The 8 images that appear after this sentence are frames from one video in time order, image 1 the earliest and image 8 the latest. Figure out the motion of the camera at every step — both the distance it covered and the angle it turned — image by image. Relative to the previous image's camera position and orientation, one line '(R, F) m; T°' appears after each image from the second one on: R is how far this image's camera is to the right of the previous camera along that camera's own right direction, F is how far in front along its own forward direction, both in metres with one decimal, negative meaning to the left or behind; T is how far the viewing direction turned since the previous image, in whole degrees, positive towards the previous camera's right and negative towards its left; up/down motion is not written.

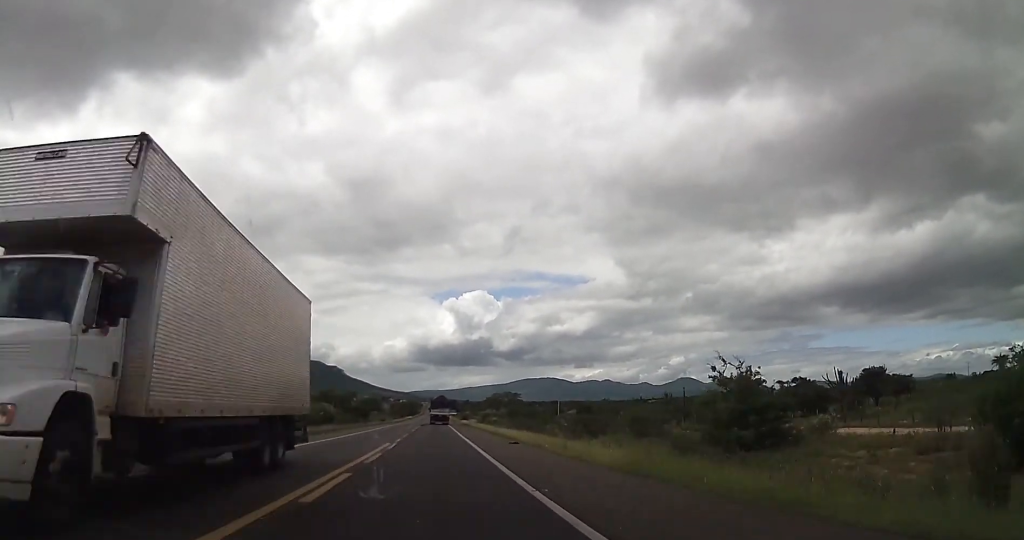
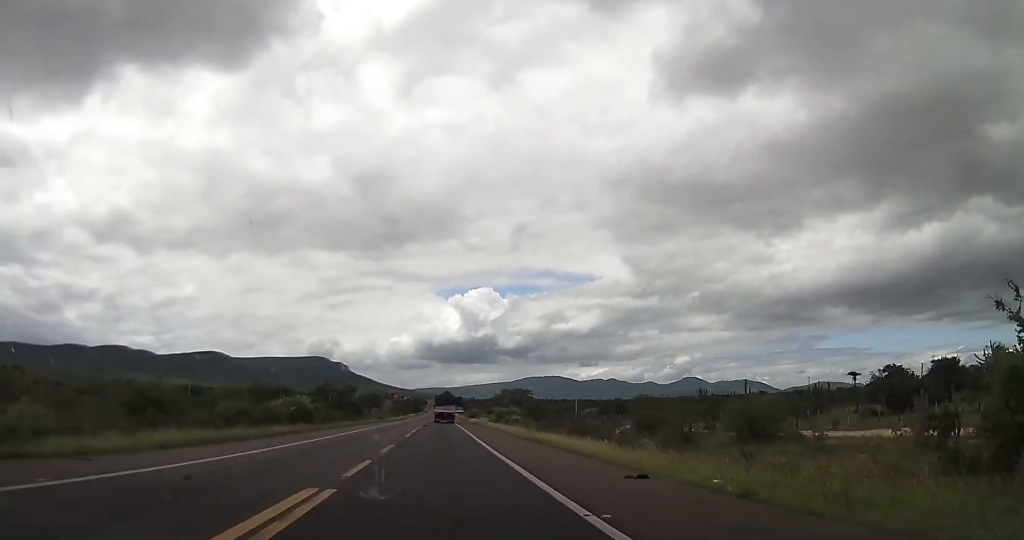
(0.0, +17.7) m; 0°
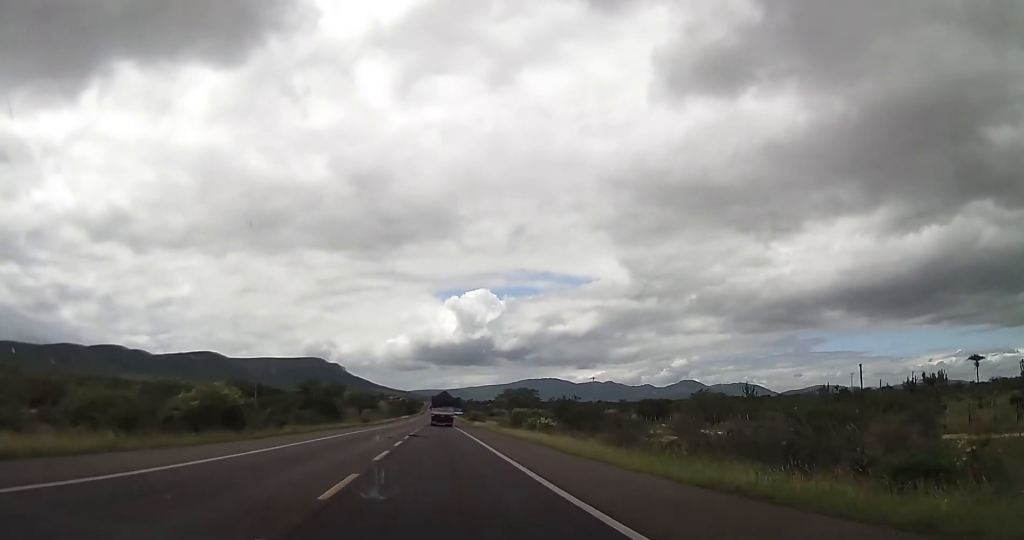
(-0.1, +21.6) m; -1°
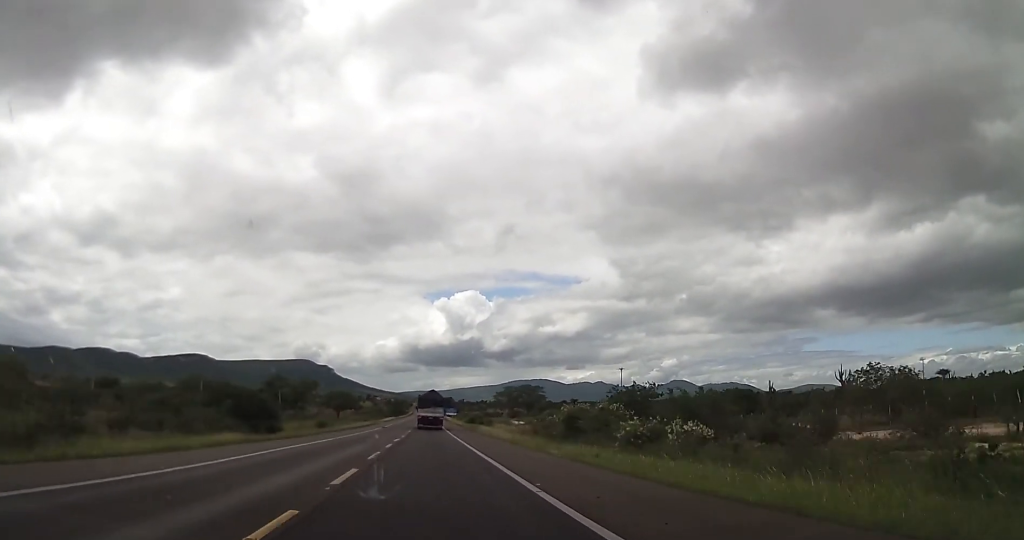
(-0.1, +31.0) m; 0°
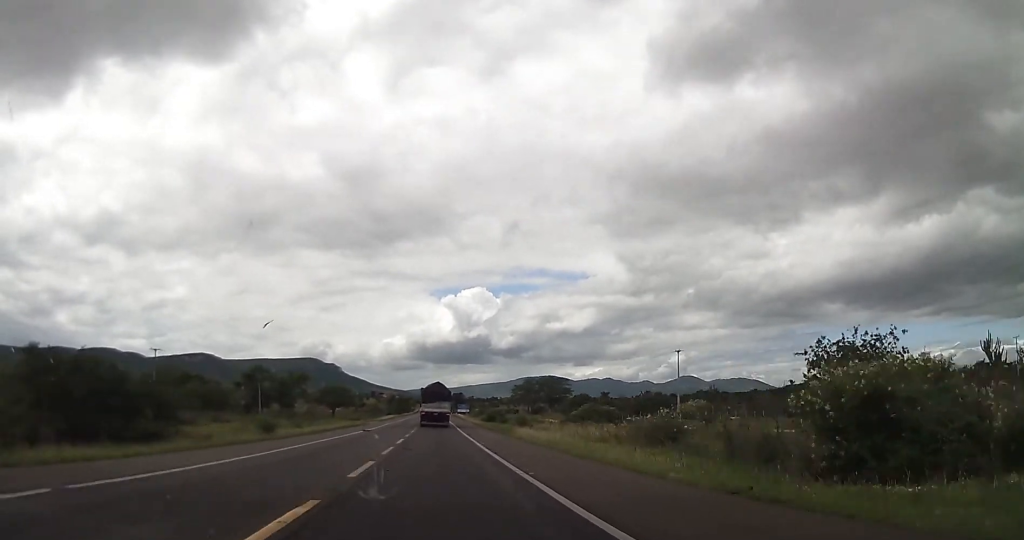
(+0.2, +27.4) m; +1°
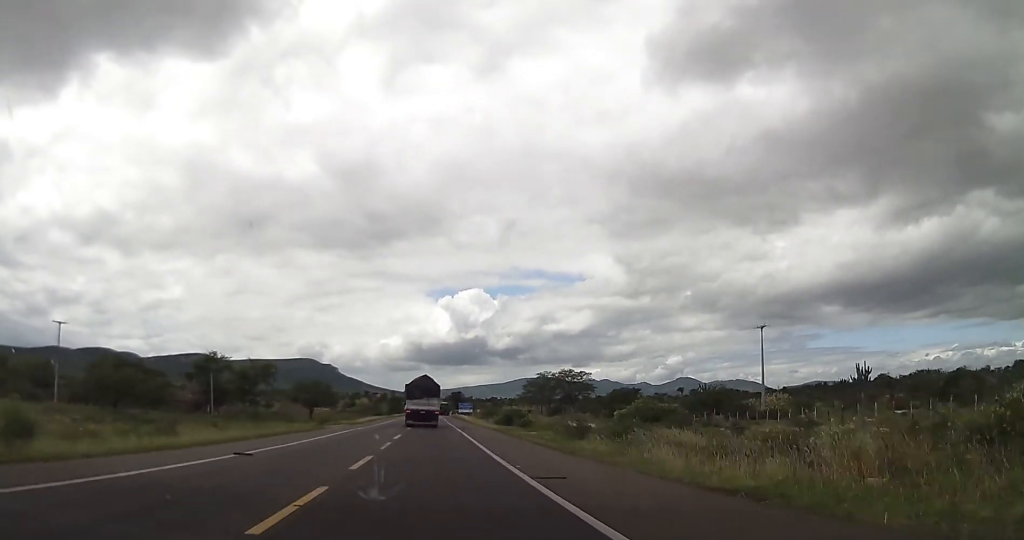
(+0.1, +31.6) m; 0°
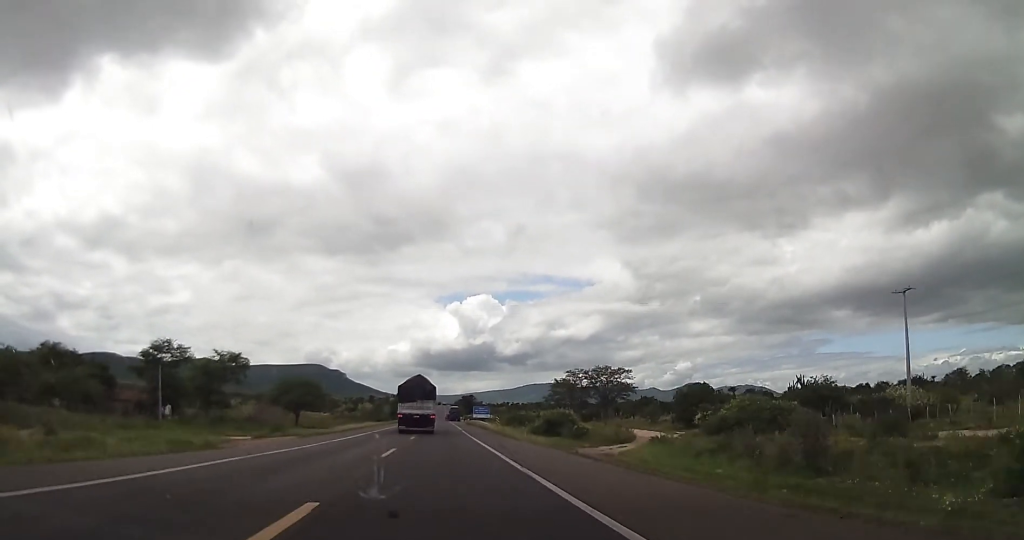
(0.0, +29.9) m; 0°
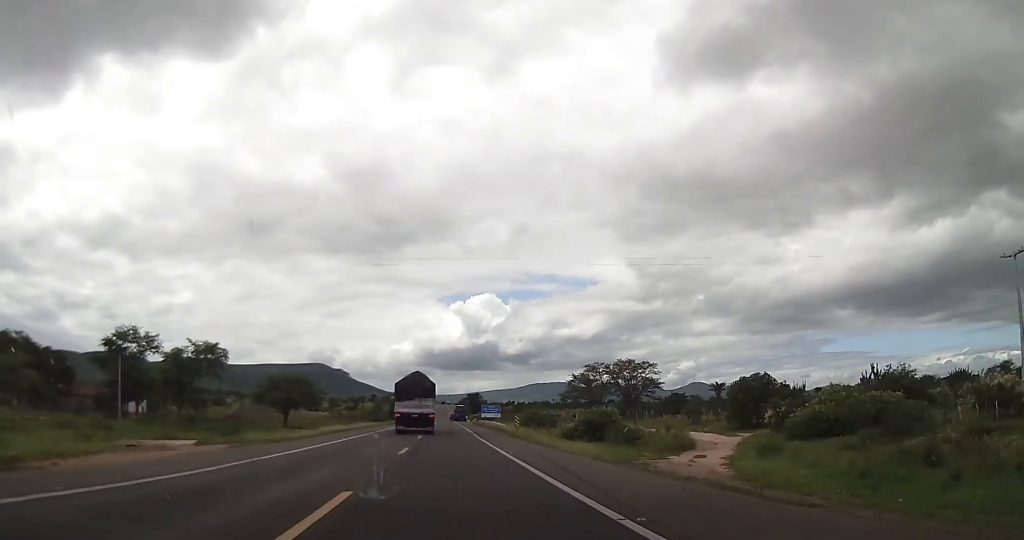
(+0.3, +16.2) m; 0°
